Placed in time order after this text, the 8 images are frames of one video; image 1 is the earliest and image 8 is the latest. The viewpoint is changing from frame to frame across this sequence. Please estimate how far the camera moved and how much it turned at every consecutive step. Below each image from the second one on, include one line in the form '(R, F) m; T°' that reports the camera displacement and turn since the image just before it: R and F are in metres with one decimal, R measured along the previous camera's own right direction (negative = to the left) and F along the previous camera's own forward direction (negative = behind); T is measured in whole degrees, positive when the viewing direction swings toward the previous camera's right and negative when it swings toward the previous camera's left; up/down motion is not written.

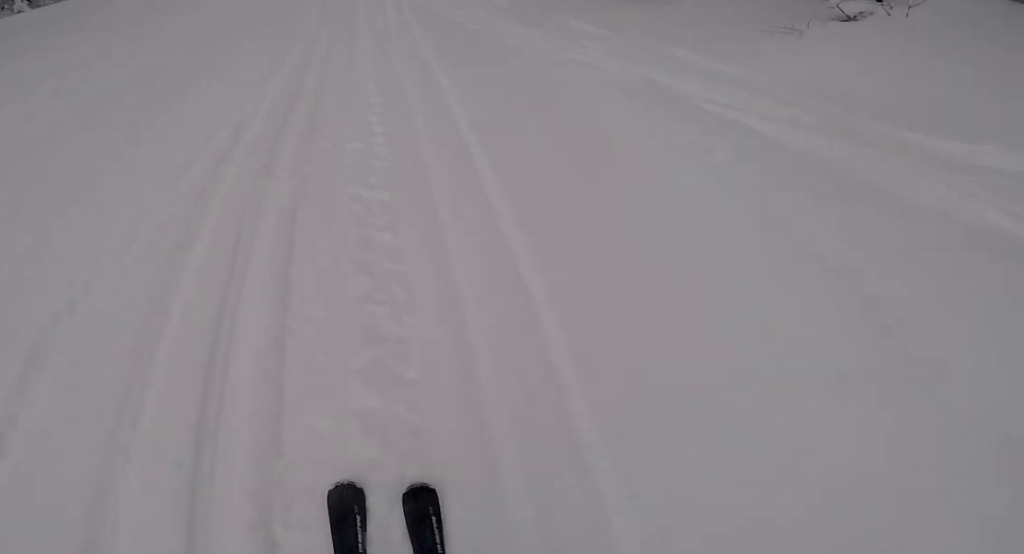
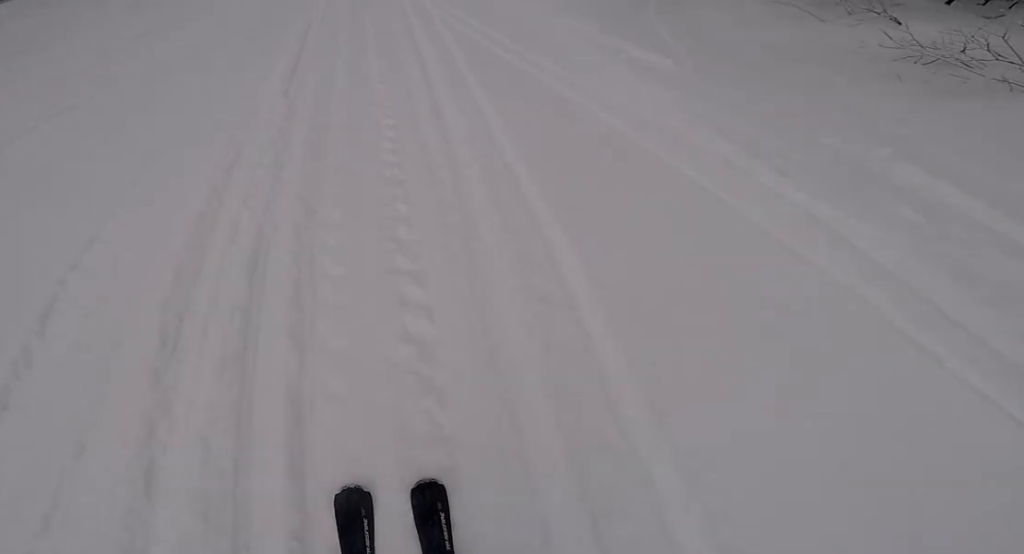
(+1.2, +5.3) m; +6°
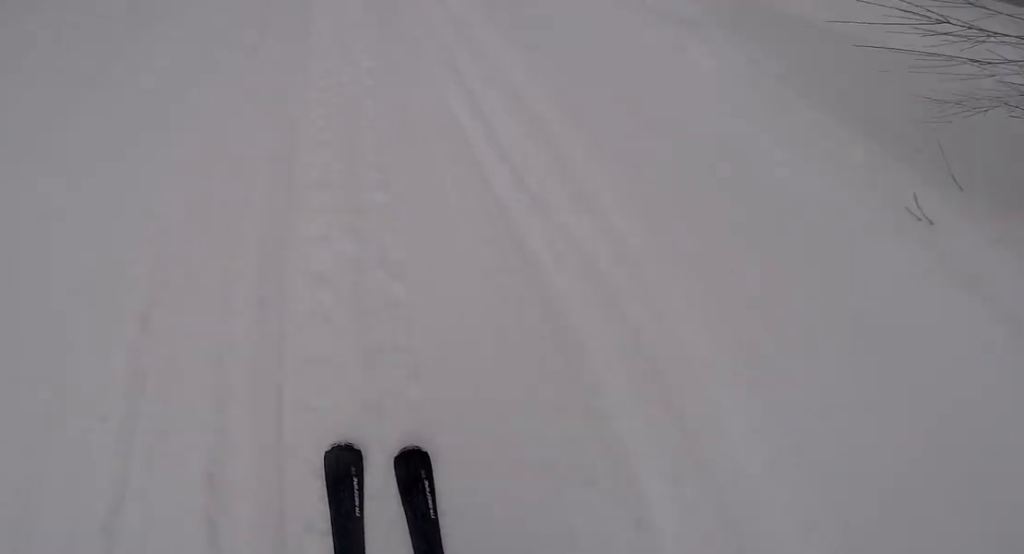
(-0.2, +12.1) m; 0°
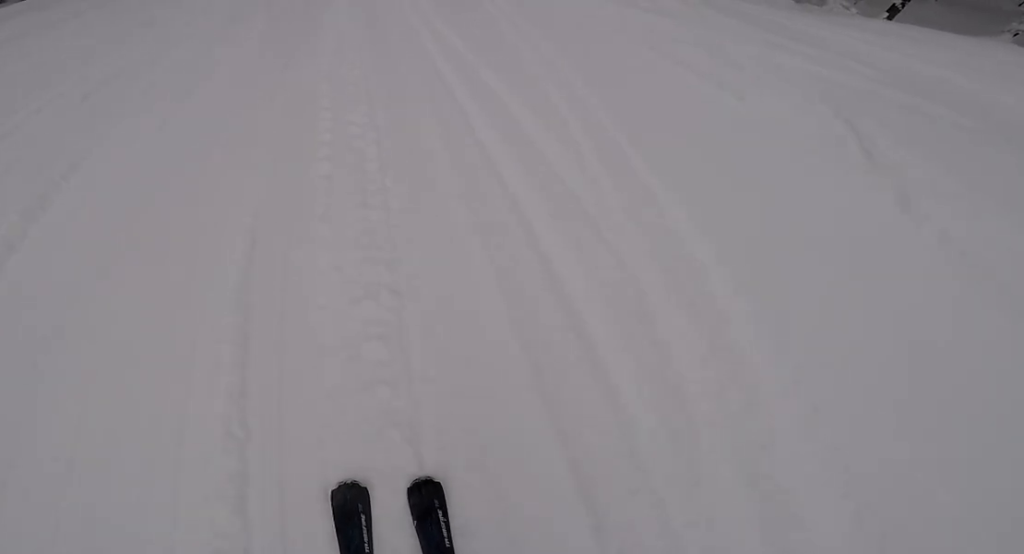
(+0.3, +9.7) m; +2°
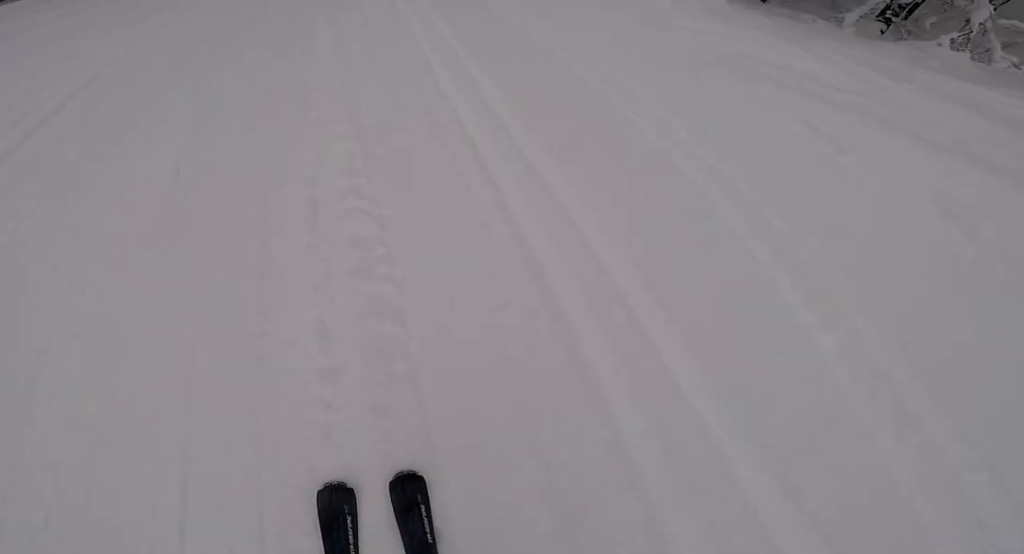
(0.0, +4.1) m; 0°
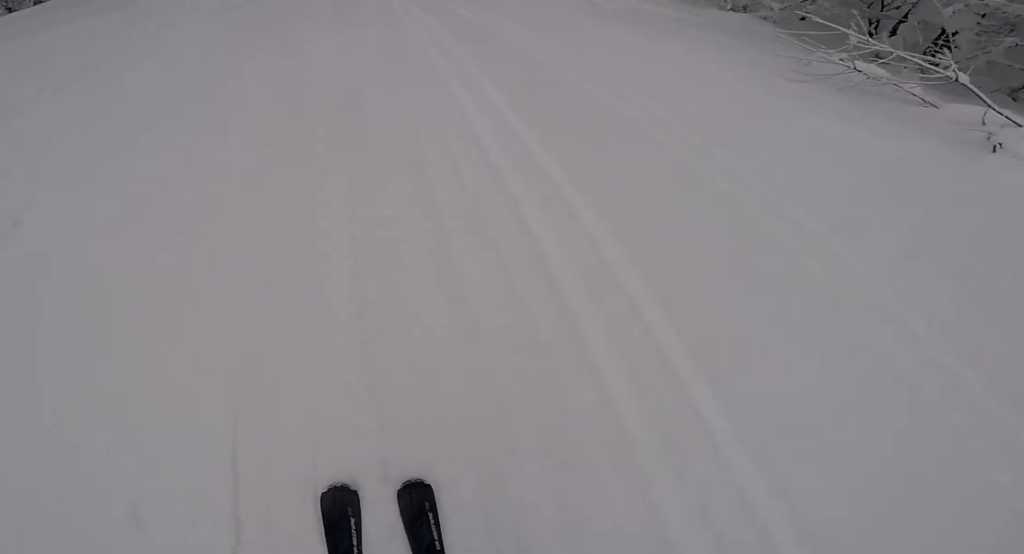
(0.0, +4.5) m; -1°
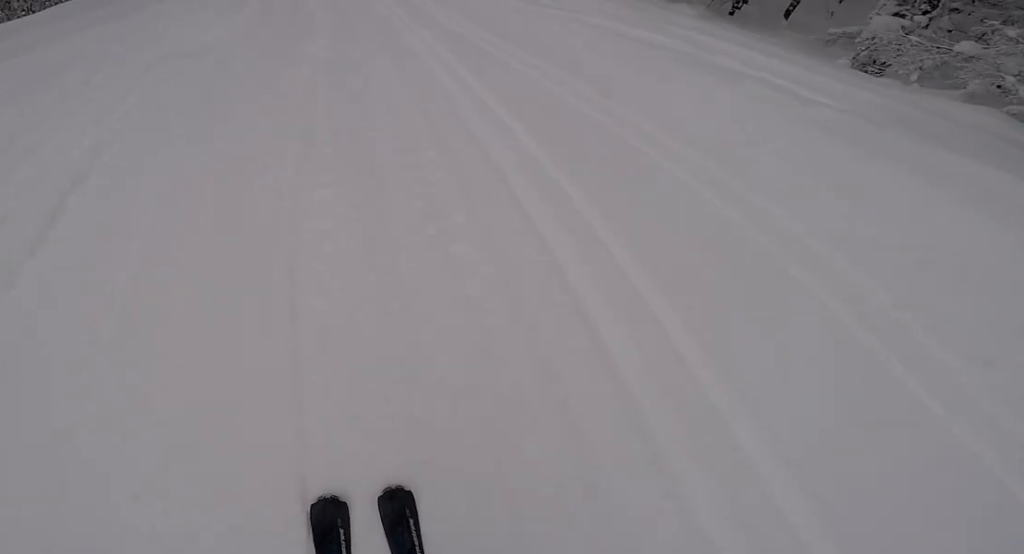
(+0.1, +4.4) m; -1°
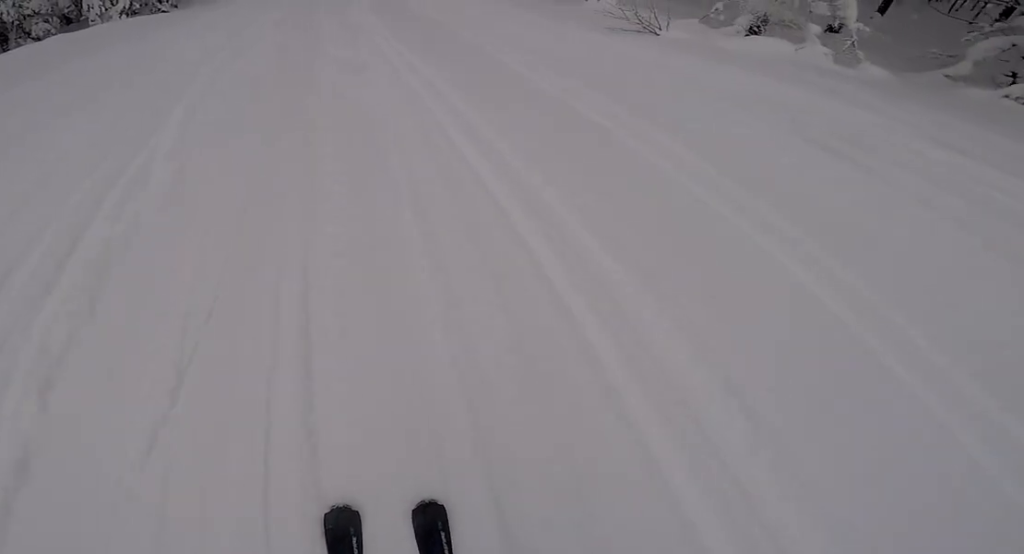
(+0.7, +17.0) m; +2°
